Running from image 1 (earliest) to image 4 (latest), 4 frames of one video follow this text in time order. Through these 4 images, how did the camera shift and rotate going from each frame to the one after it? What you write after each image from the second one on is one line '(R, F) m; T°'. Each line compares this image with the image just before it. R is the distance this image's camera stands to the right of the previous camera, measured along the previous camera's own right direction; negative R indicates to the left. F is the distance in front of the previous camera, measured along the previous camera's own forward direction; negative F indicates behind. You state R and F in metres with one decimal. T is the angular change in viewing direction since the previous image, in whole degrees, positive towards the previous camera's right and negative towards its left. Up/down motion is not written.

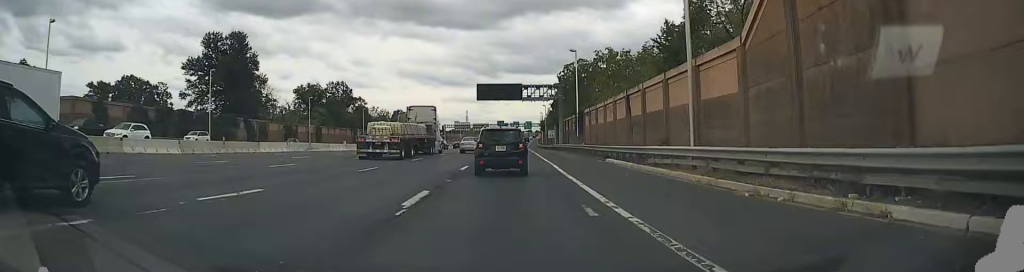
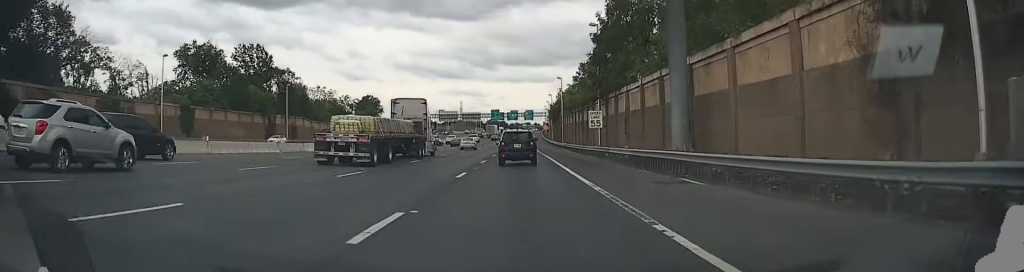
(+1.1, +63.8) m; +1°
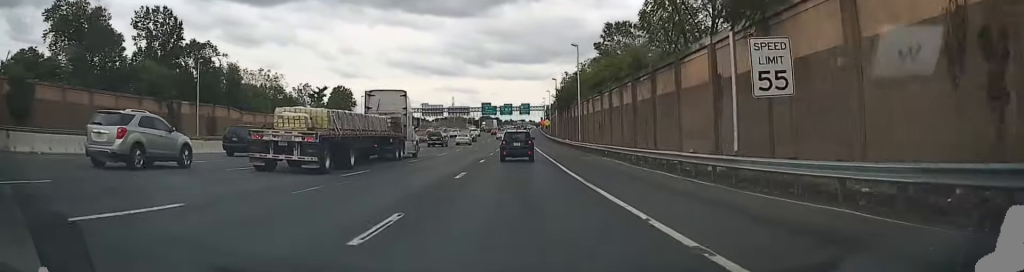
(+0.5, +37.1) m; +1°
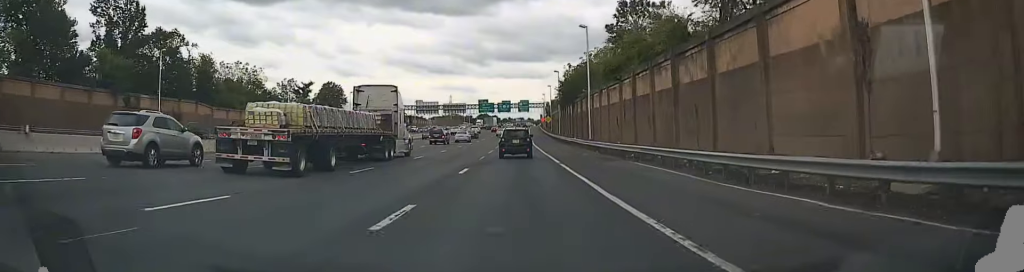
(0.0, +11.2) m; 0°
